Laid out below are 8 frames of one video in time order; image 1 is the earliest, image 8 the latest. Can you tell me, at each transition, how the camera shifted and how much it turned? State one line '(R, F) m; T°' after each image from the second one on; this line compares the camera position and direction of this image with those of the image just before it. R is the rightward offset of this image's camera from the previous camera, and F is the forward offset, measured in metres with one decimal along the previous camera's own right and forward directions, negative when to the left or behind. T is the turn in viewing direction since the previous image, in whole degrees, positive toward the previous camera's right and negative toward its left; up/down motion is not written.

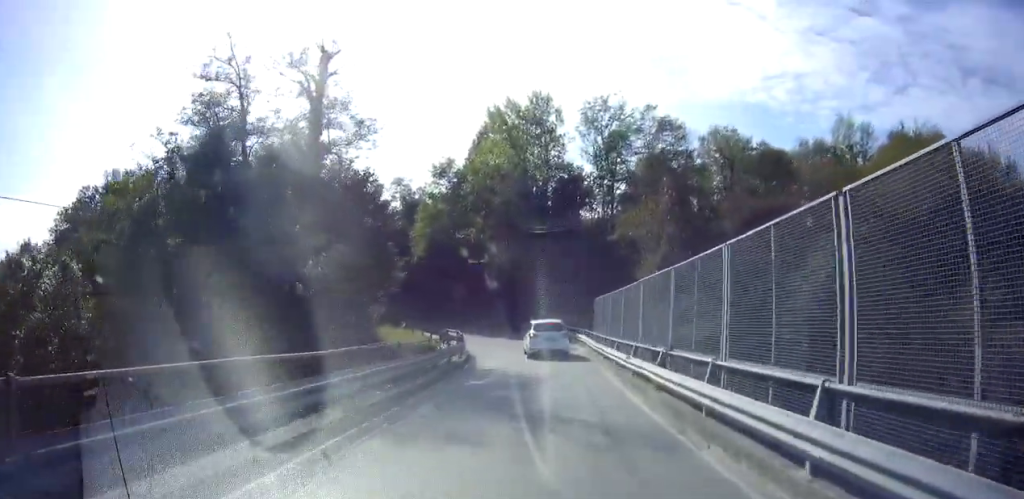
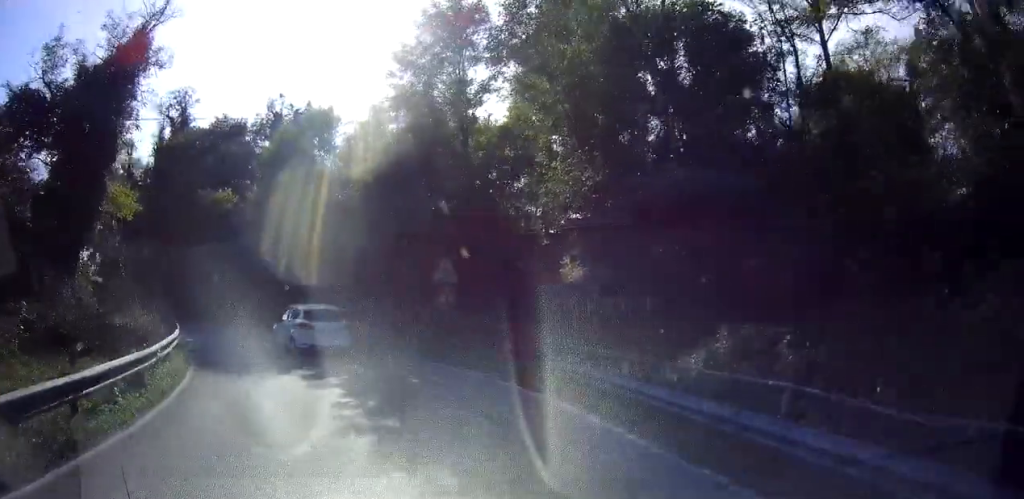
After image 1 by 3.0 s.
(-0.2, +30.4) m; -9°
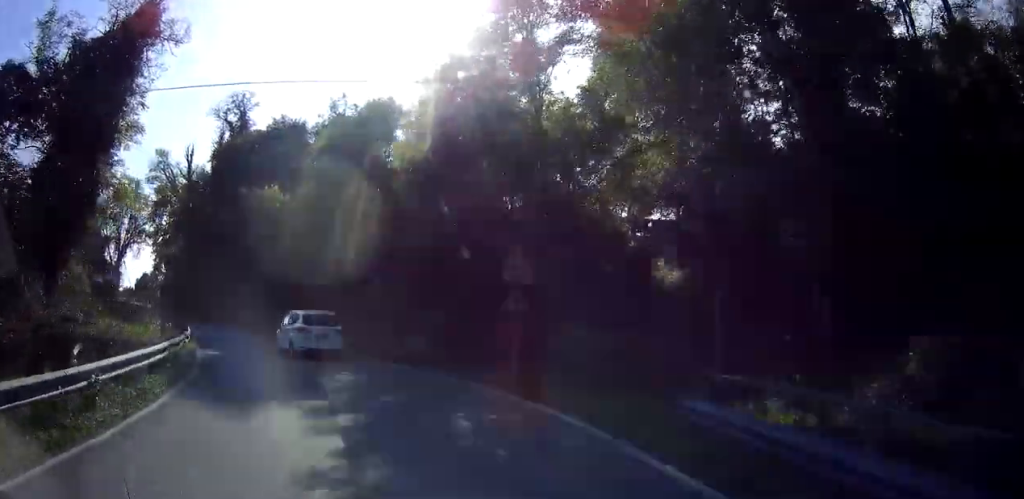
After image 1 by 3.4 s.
(-0.1, +4.0) m; -7°
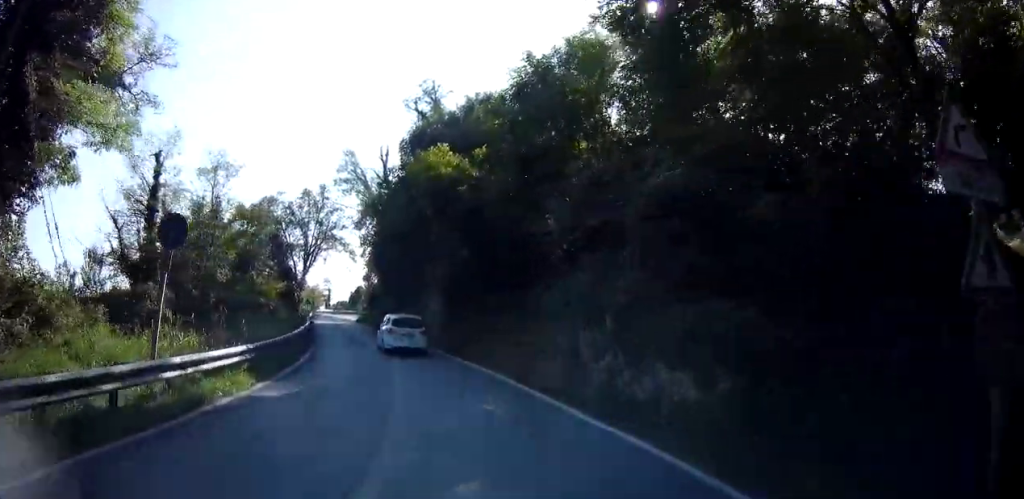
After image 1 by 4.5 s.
(-2.1, +9.5) m; -25°
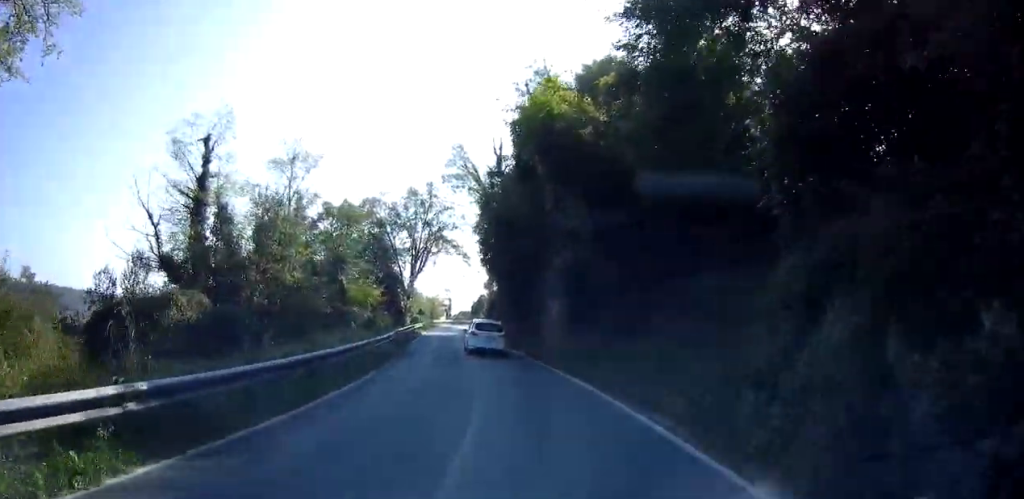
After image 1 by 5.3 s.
(-0.9, +6.4) m; -15°
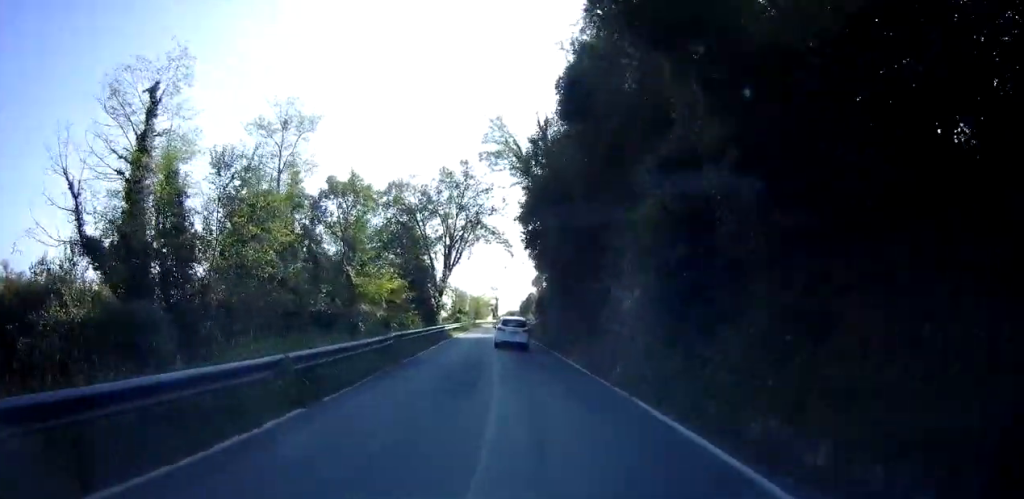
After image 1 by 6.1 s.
(-0.8, +7.2) m; -8°
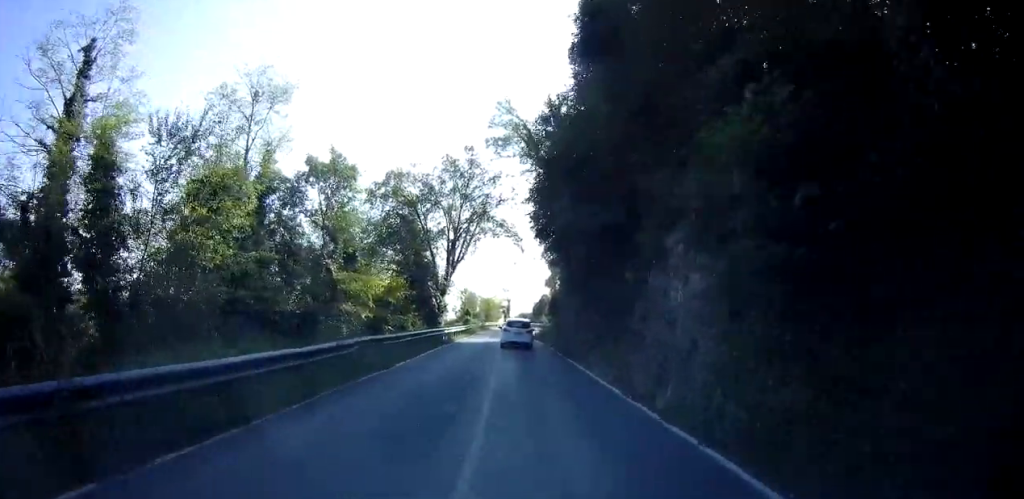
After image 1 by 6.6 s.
(-0.2, +4.3) m; -3°
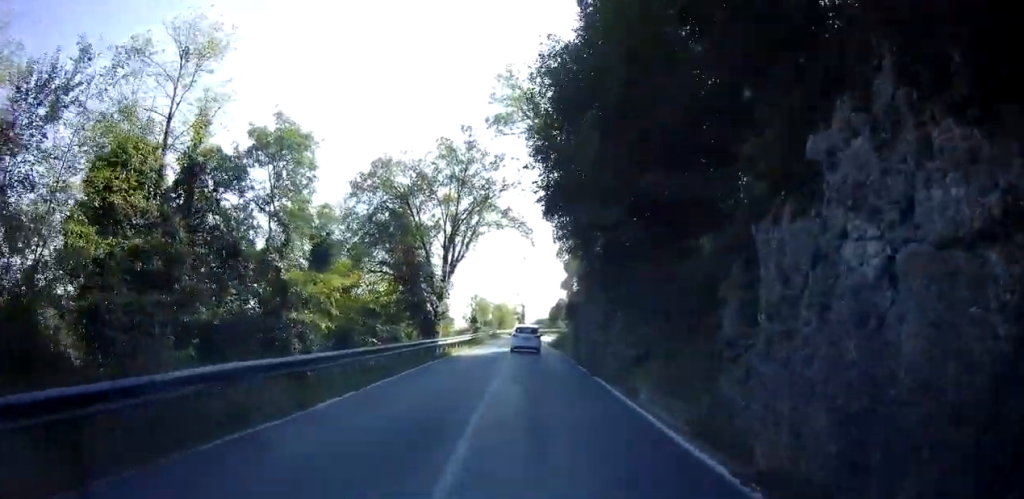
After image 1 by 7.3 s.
(-0.2, +6.2) m; -3°
